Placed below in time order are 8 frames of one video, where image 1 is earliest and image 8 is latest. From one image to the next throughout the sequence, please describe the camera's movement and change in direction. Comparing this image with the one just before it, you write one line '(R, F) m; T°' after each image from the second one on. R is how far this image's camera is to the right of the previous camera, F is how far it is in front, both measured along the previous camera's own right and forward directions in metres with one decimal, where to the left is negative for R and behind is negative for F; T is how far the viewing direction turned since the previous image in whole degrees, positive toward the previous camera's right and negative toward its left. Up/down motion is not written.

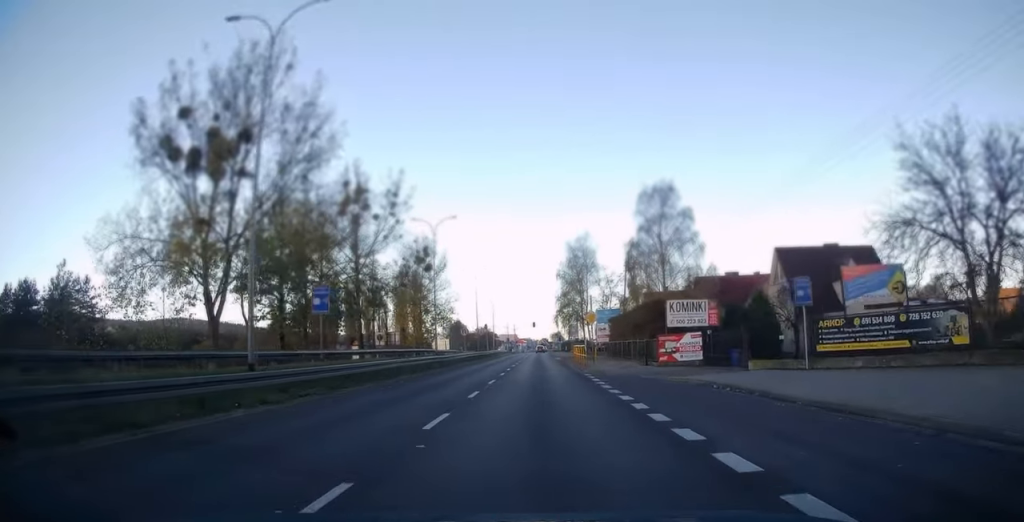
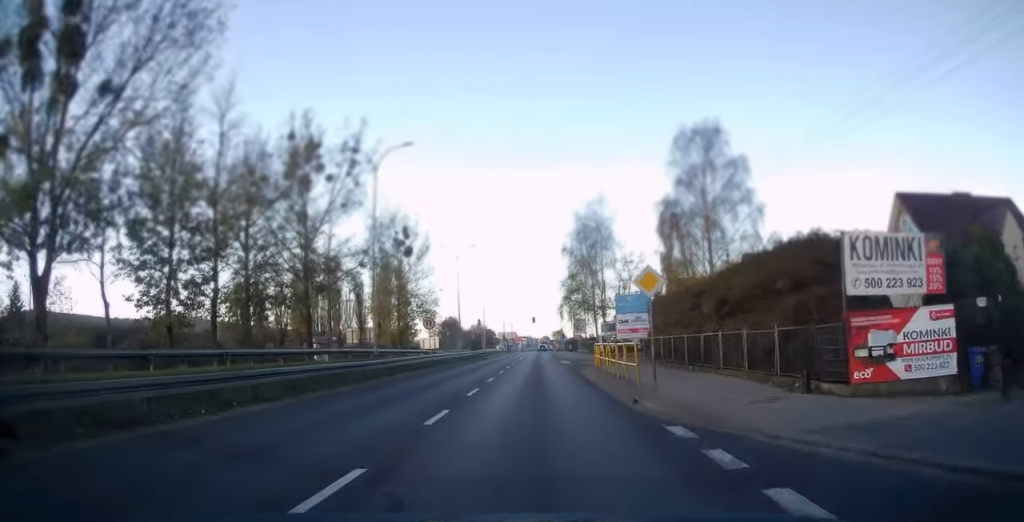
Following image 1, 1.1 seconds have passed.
(0.0, +17.8) m; 0°
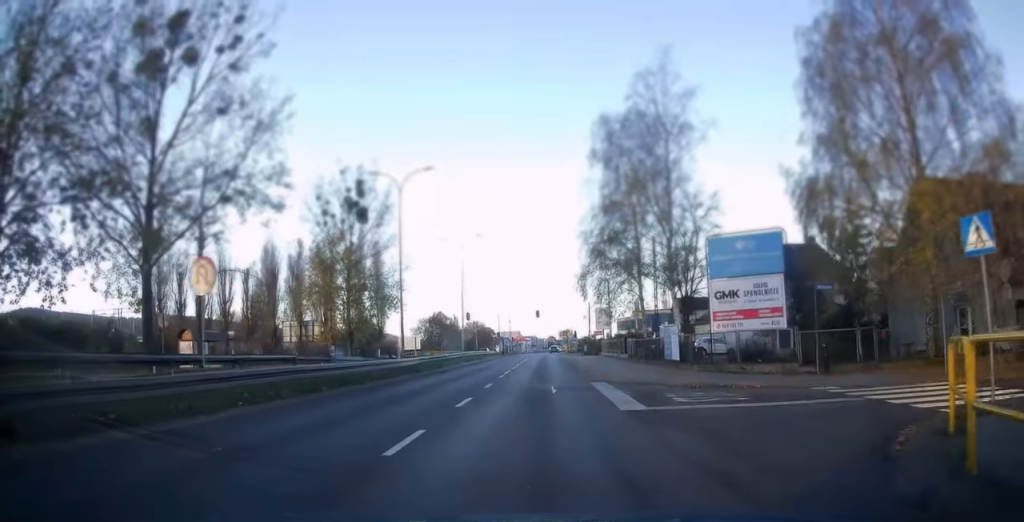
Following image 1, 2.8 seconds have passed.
(0.0, +27.4) m; 0°
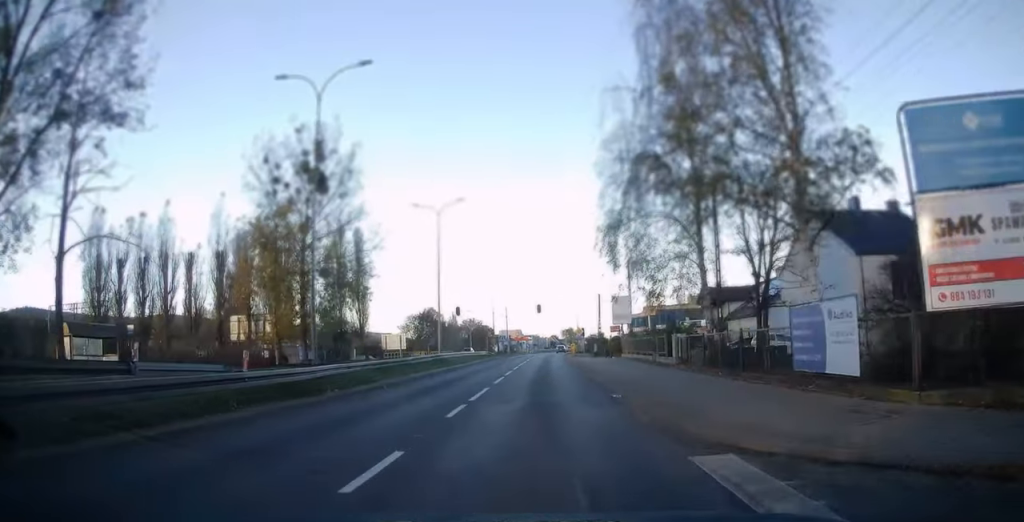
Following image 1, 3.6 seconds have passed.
(+0.1, +14.0) m; -1°
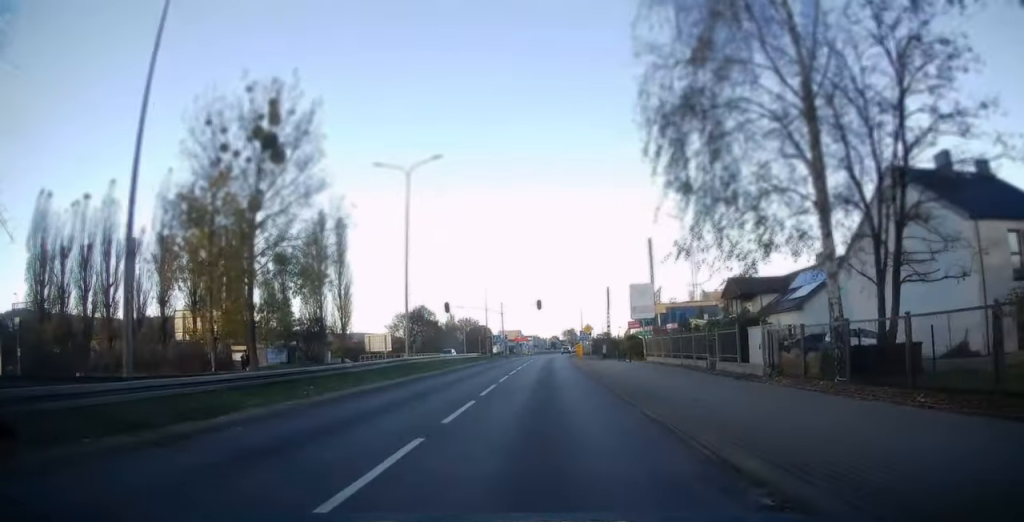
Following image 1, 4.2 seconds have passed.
(-0.3, +10.4) m; 0°
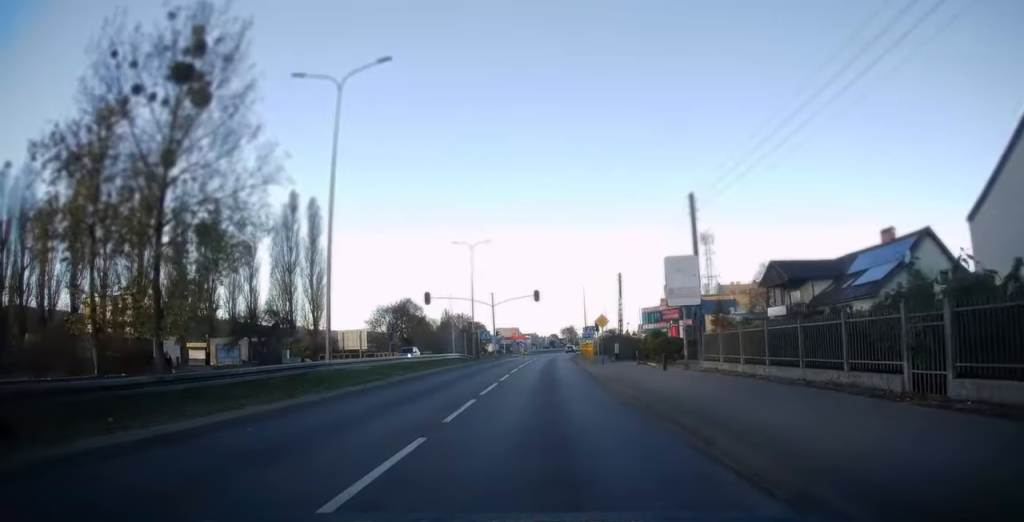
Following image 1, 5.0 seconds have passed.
(0.0, +12.0) m; +1°
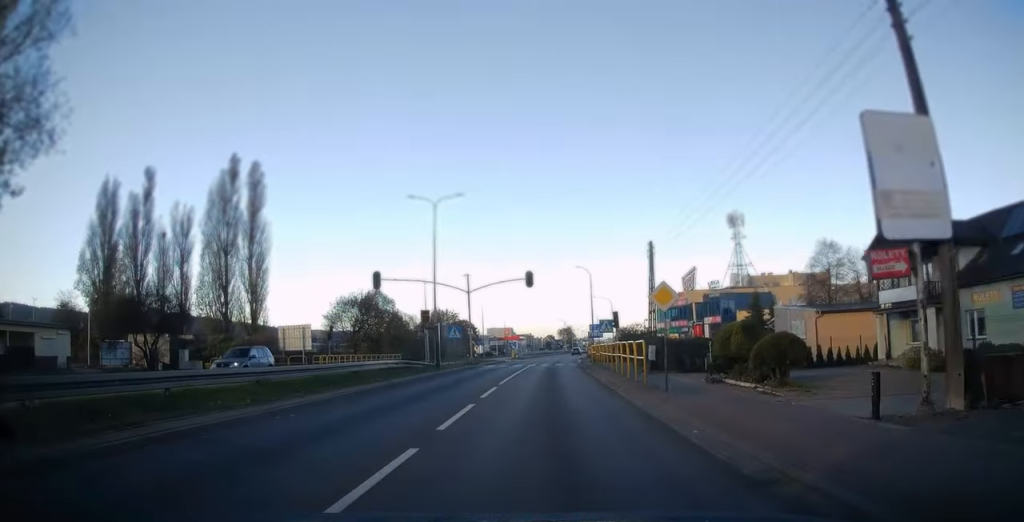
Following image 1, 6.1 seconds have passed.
(+0.3, +18.6) m; +1°
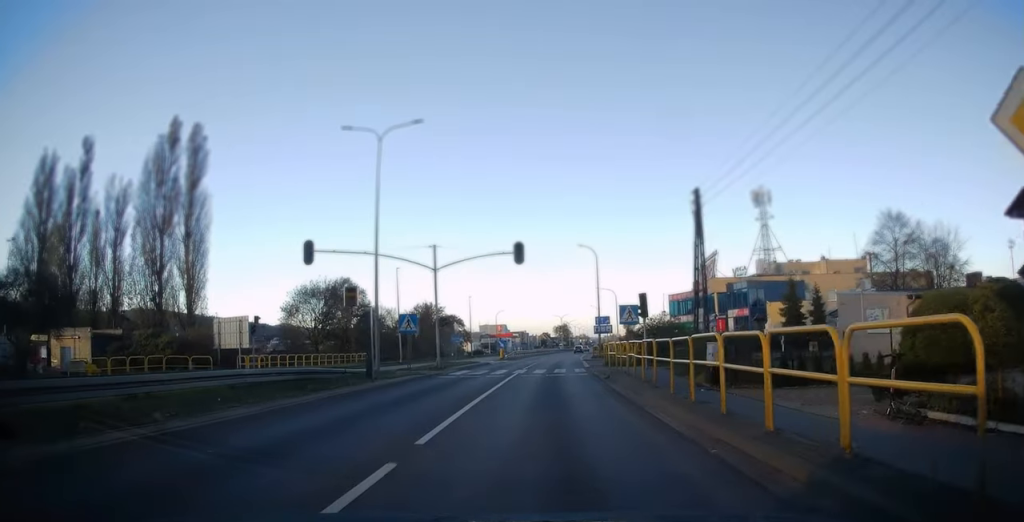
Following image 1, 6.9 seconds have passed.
(0.0, +13.1) m; 0°
